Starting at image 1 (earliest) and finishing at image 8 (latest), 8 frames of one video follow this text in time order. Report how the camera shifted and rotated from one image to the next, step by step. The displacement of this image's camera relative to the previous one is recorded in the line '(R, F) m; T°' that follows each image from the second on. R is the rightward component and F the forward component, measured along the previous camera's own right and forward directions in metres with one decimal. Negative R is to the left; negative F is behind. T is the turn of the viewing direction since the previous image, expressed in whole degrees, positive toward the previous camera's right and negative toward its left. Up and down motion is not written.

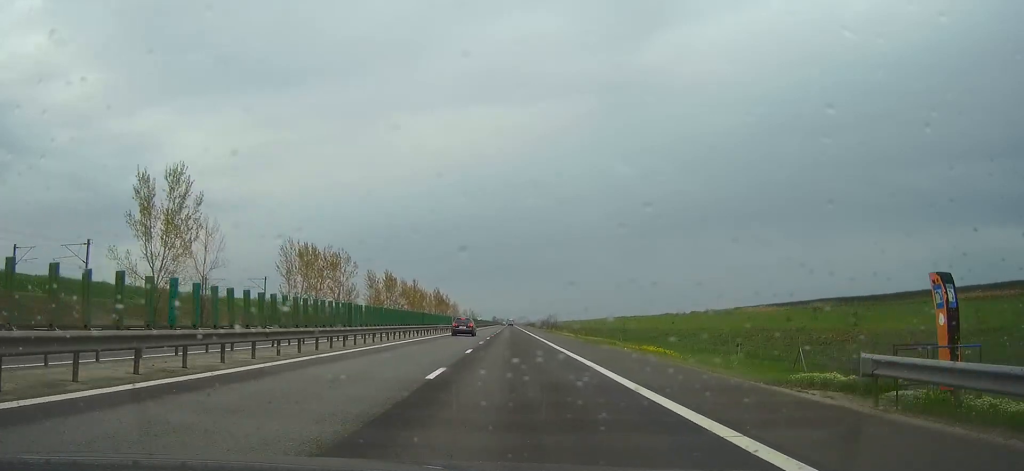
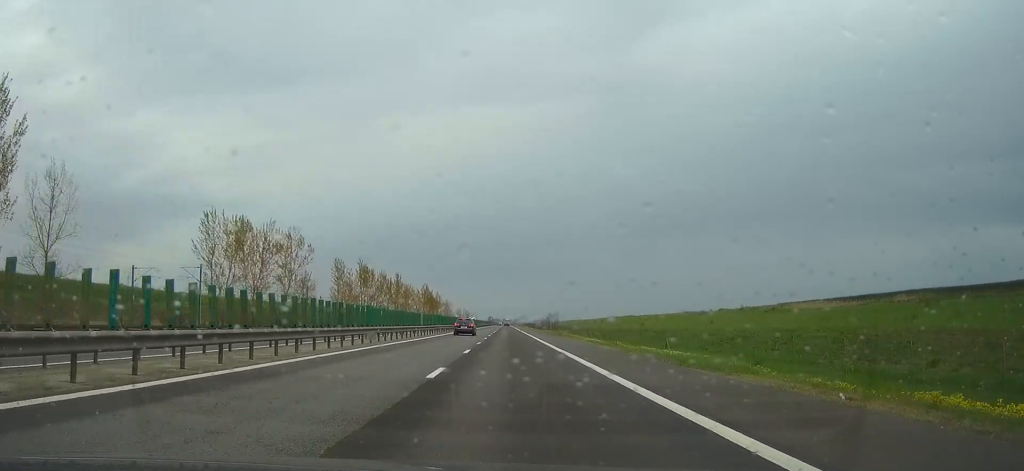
(0.0, +30.1) m; 0°
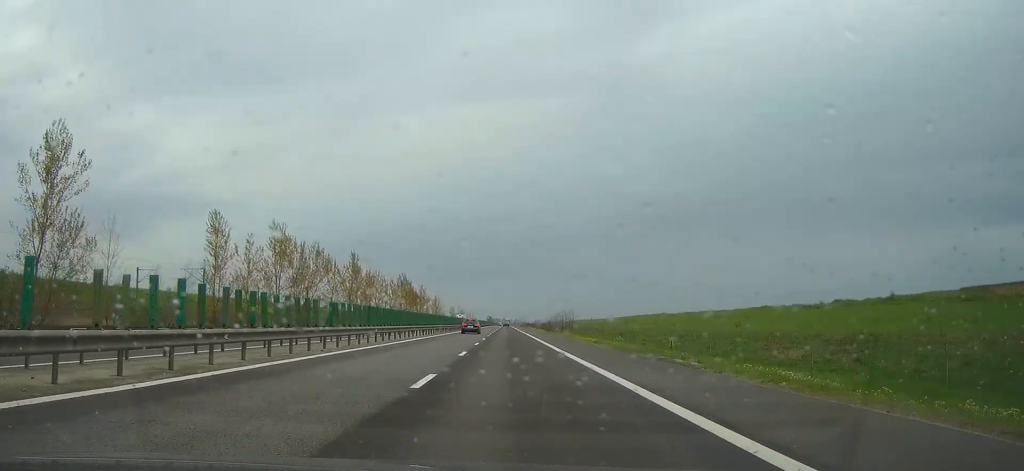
(+0.2, +63.0) m; 0°
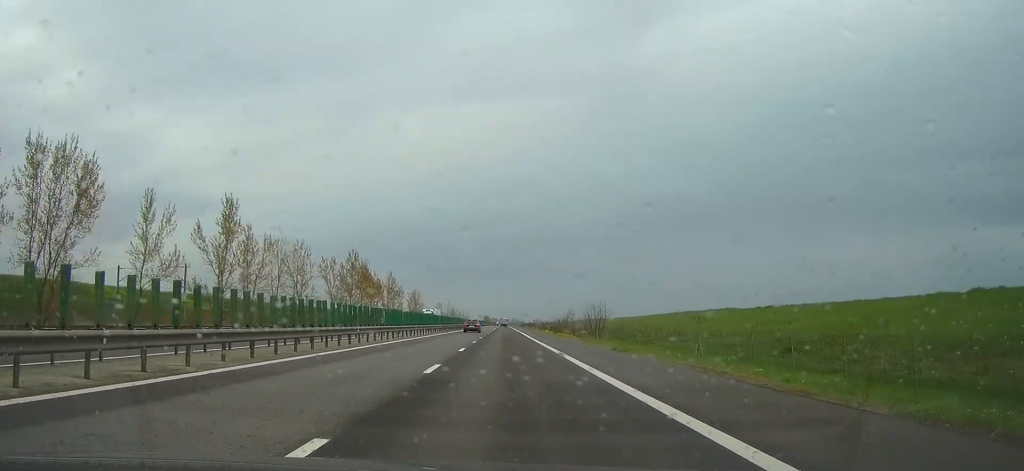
(+0.2, +64.9) m; 0°
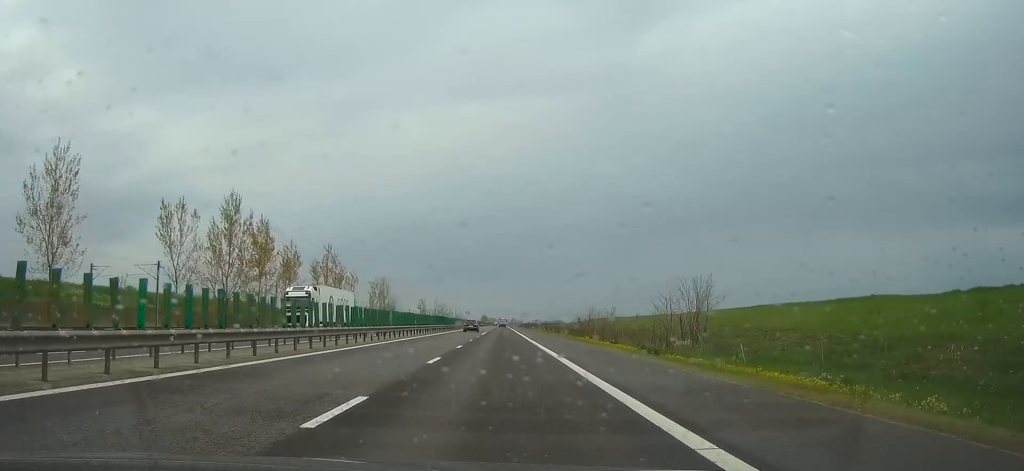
(0.0, +57.9) m; 0°
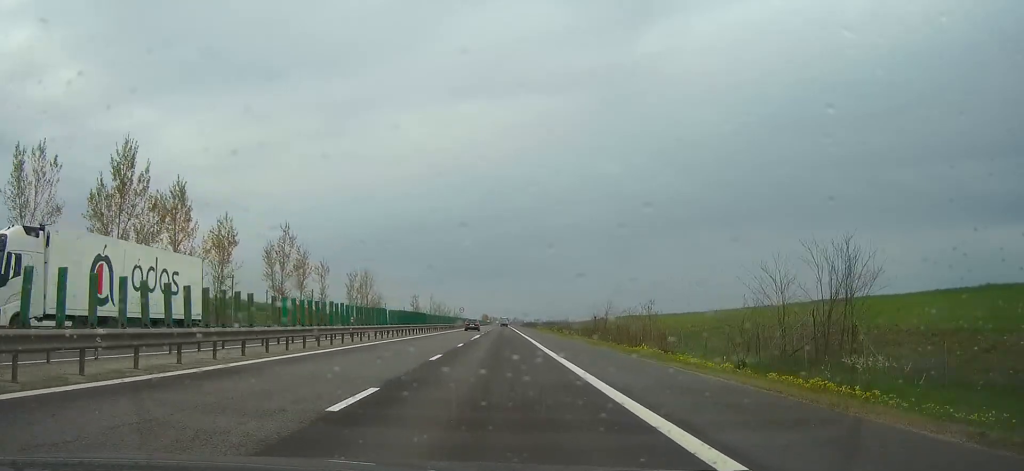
(0.0, +22.6) m; 0°
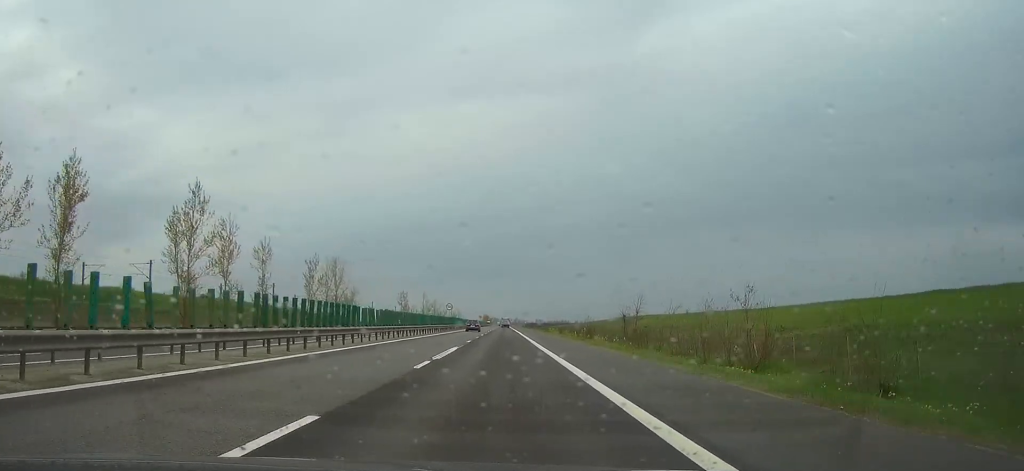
(-0.1, +27.4) m; 0°
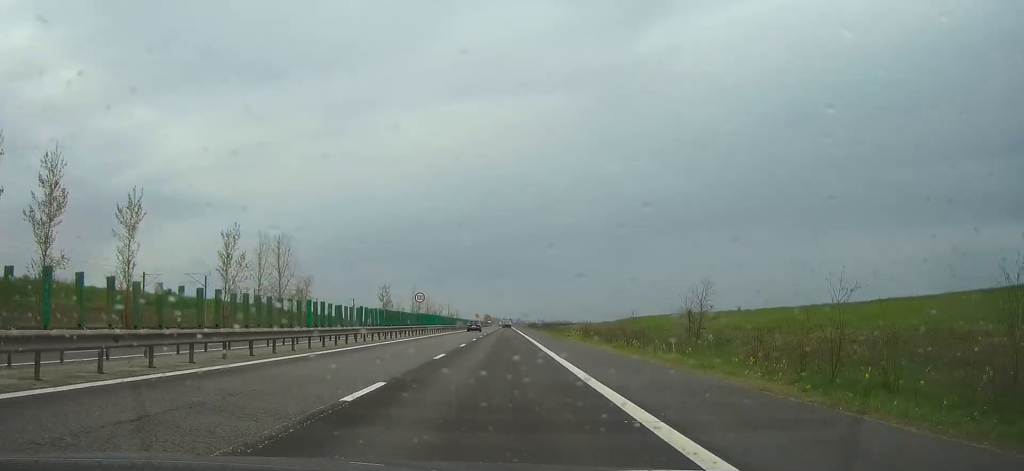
(+0.1, +31.2) m; 0°
